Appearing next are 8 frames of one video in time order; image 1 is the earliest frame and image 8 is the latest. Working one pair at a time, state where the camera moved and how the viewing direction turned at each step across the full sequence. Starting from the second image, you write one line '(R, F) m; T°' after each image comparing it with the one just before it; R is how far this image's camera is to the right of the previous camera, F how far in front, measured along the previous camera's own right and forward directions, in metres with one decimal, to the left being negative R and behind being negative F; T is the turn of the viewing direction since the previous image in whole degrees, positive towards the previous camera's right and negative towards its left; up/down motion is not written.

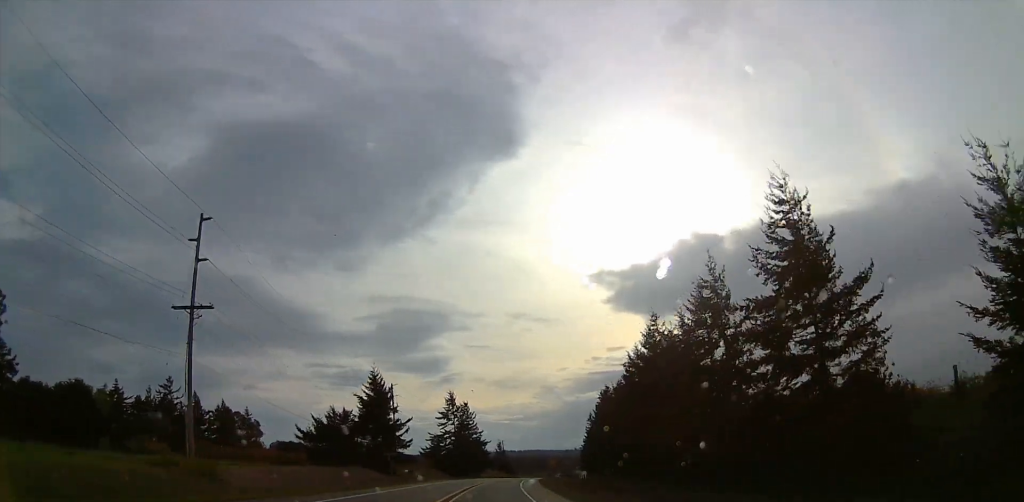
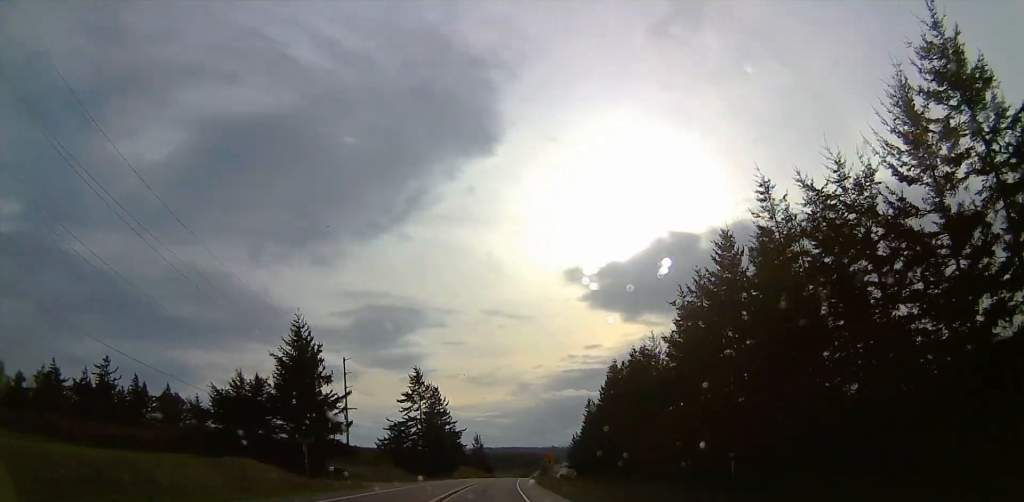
(+0.6, +27.8) m; +1°
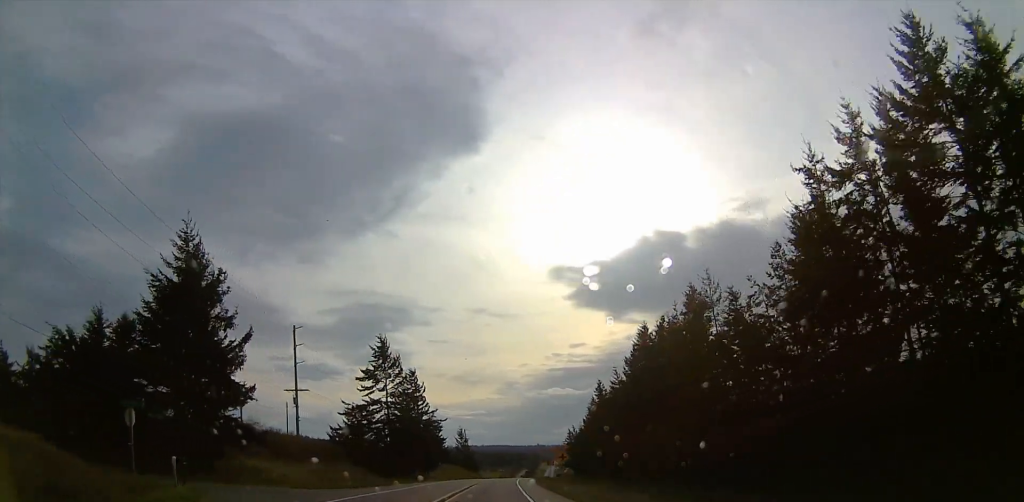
(0.0, +23.2) m; 0°
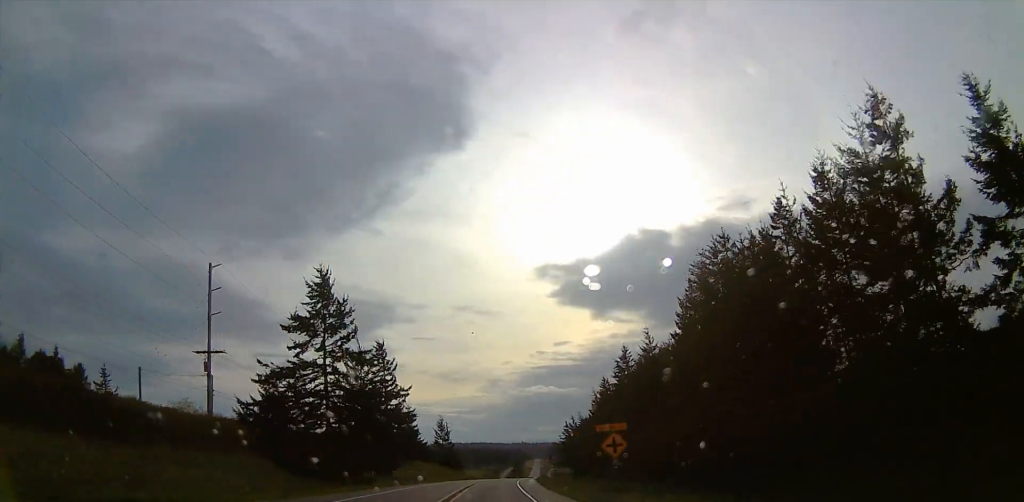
(0.0, +25.7) m; +1°
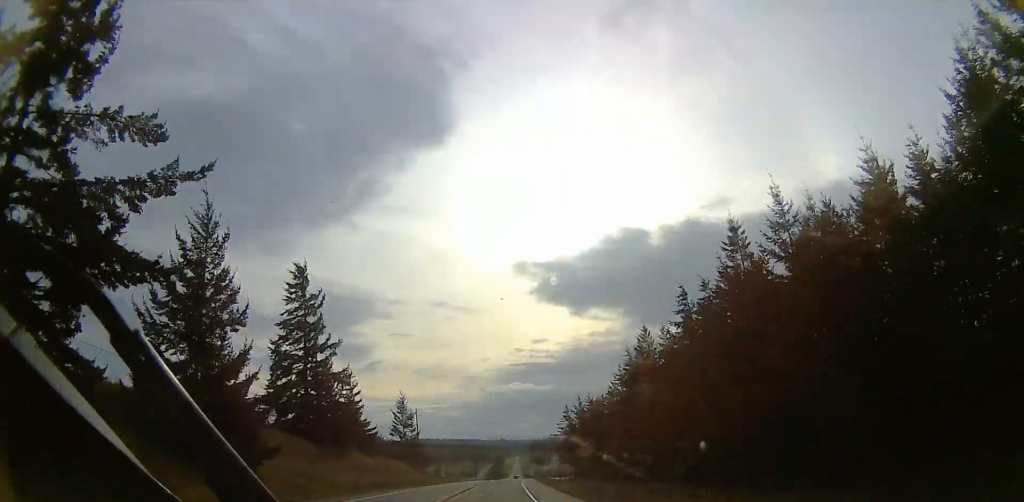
(+1.0, +37.9) m; +3°
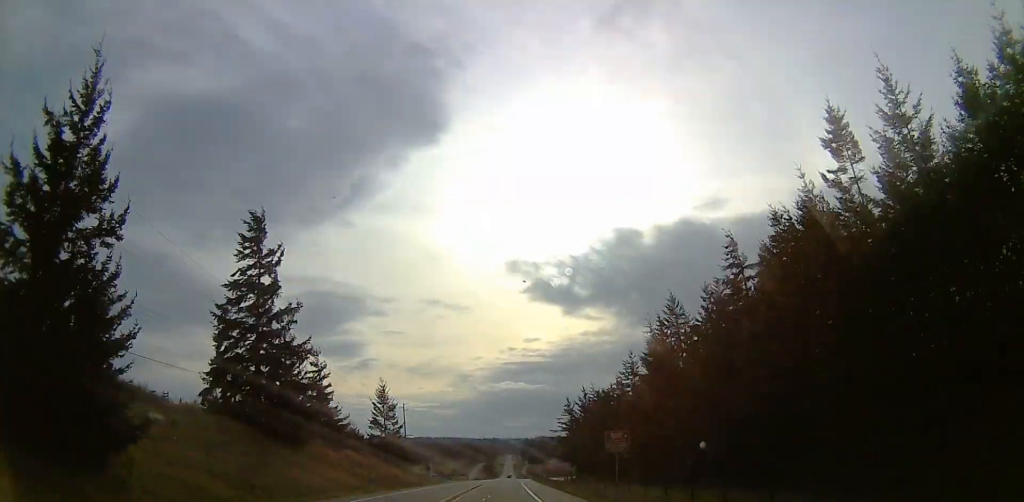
(0.0, +12.9) m; +1°
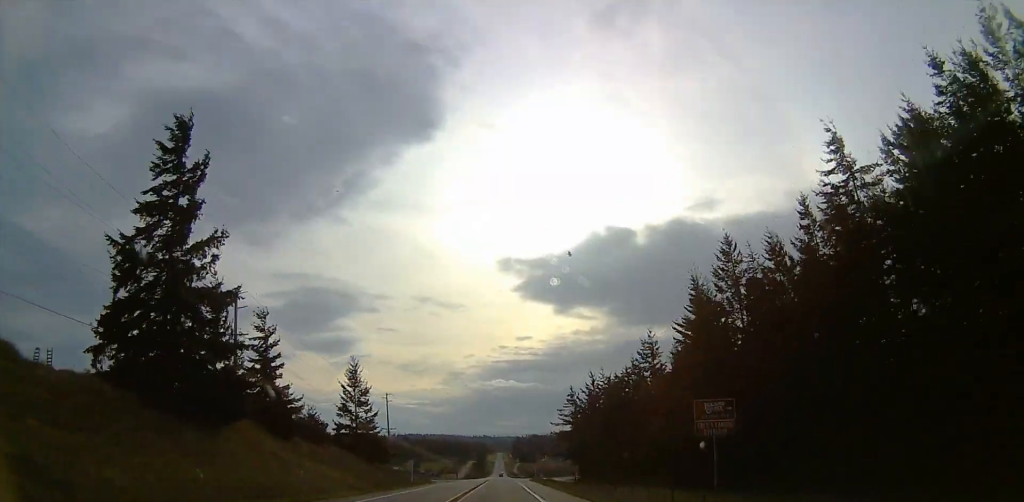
(+0.1, +15.3) m; +1°
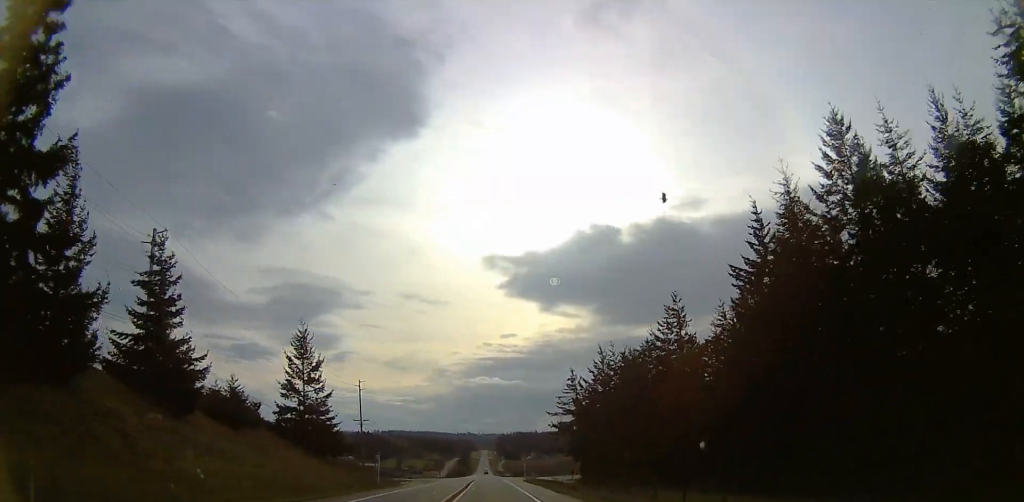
(+0.4, +16.9) m; +1°
